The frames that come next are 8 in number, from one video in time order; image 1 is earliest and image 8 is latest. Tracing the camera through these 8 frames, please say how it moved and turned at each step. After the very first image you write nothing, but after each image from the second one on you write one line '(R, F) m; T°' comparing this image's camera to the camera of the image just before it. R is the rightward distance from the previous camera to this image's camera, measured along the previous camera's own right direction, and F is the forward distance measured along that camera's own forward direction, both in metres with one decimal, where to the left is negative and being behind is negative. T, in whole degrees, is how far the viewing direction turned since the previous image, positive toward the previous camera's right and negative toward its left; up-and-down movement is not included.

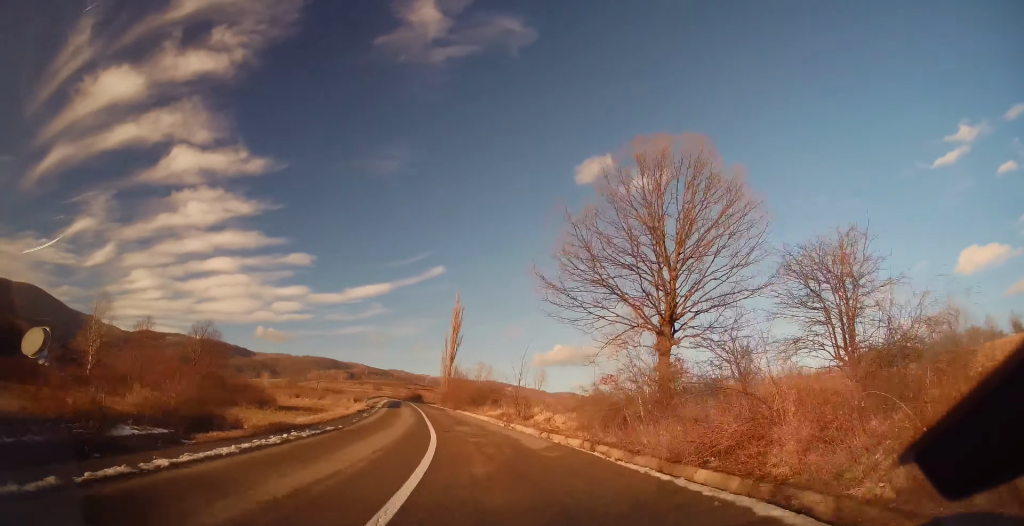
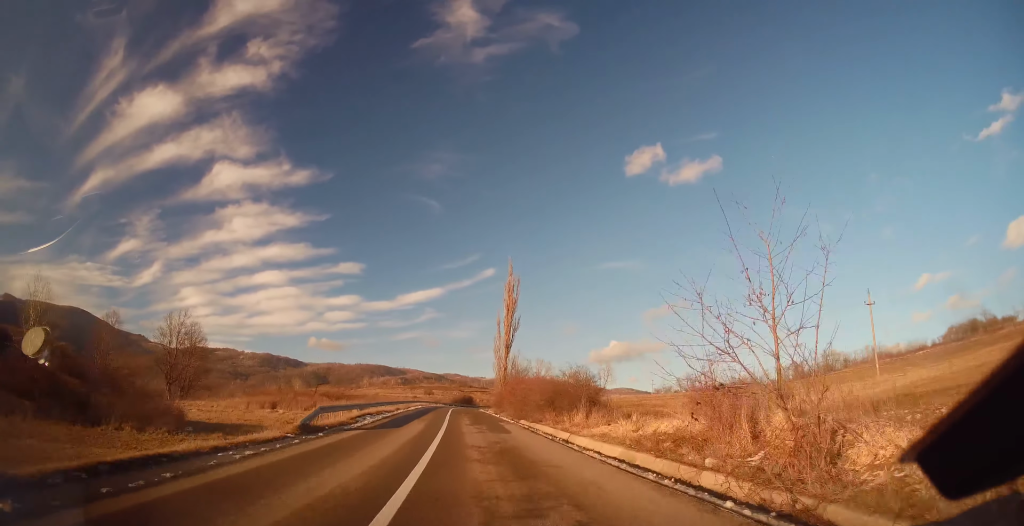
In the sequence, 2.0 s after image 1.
(-1.1, +25.5) m; -4°
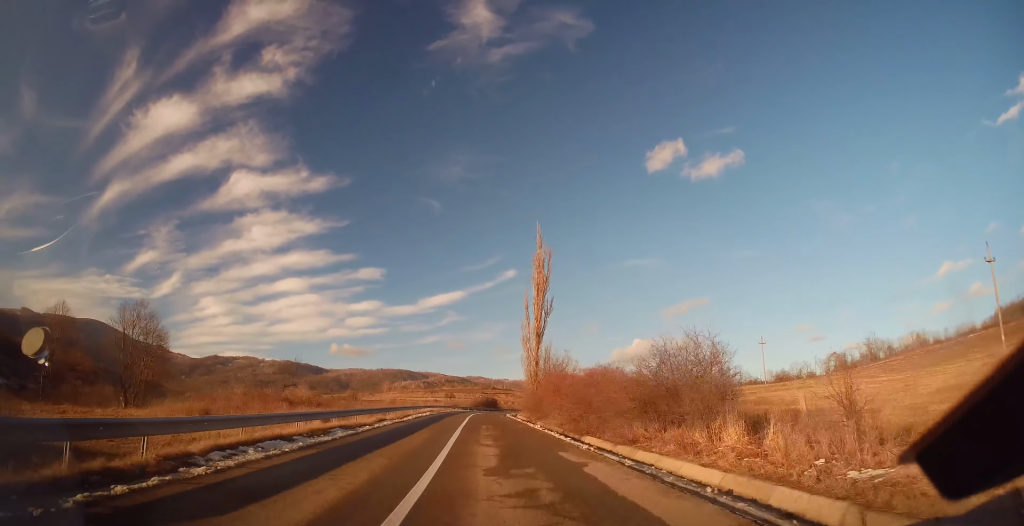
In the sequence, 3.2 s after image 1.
(-0.4, +16.2) m; -2°
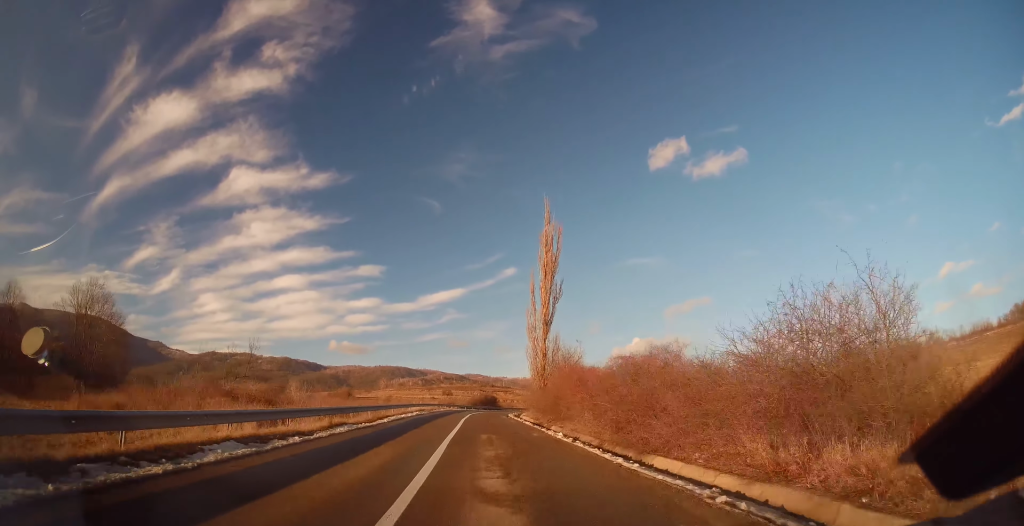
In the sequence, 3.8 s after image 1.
(-0.1, +8.7) m; 0°
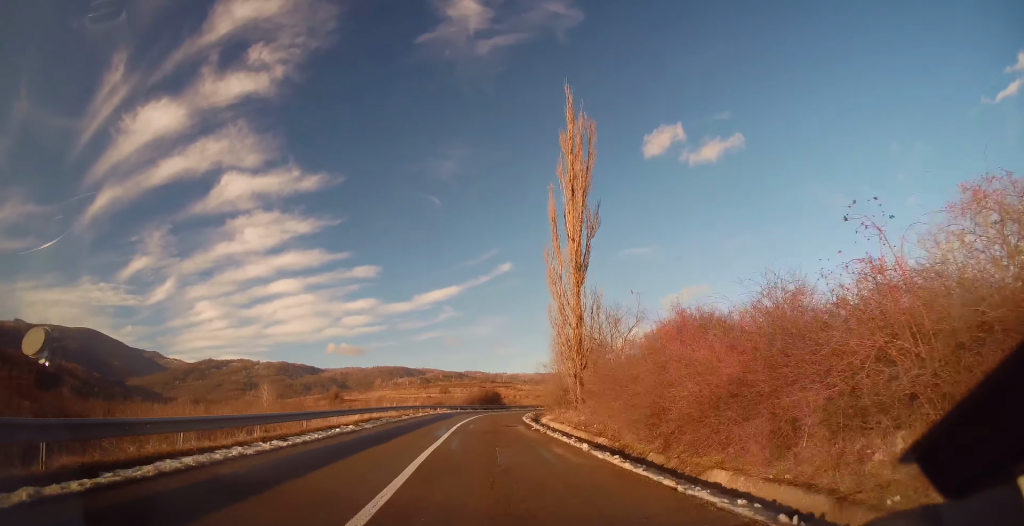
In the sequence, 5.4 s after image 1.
(+0.4, +21.6) m; +1°
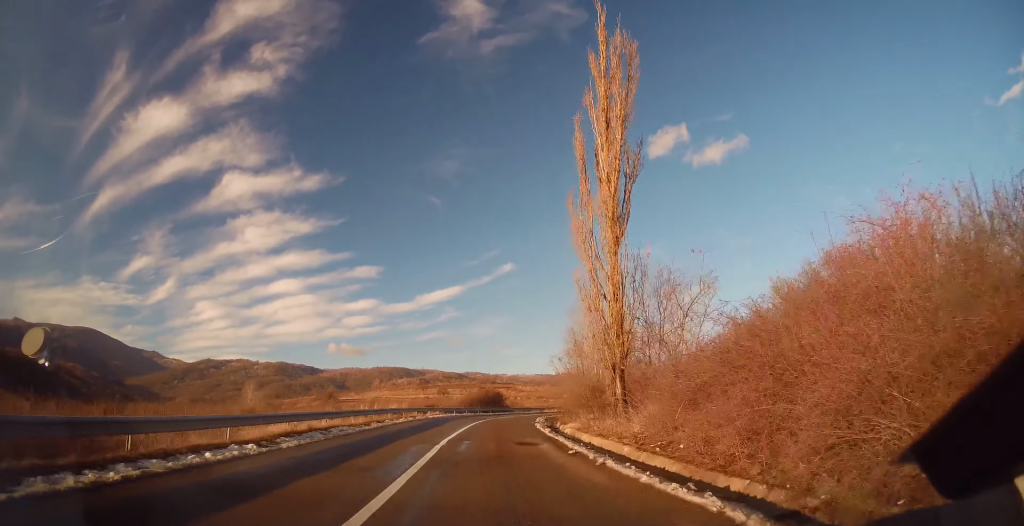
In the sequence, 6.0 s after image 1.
(-0.2, +9.6) m; 0°
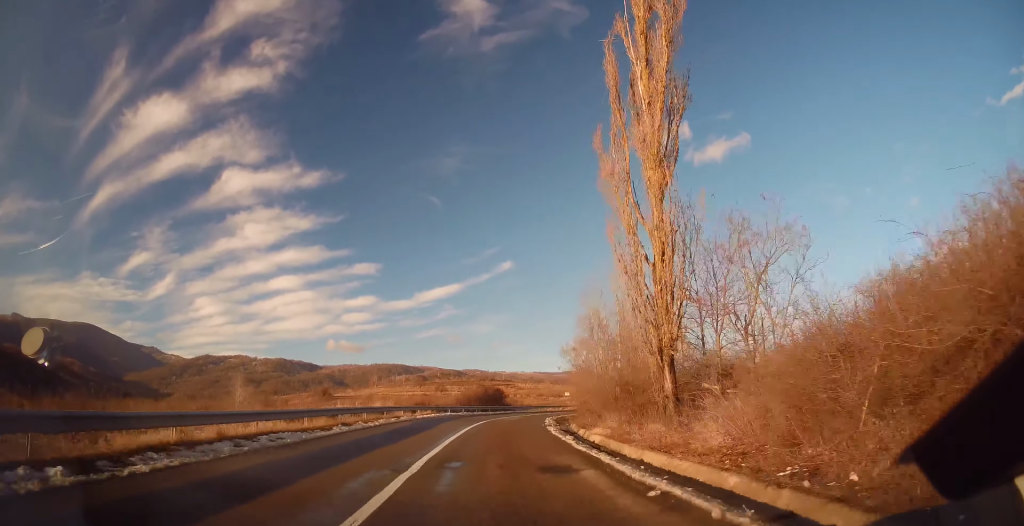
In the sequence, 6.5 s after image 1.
(-0.1, +6.3) m; 0°
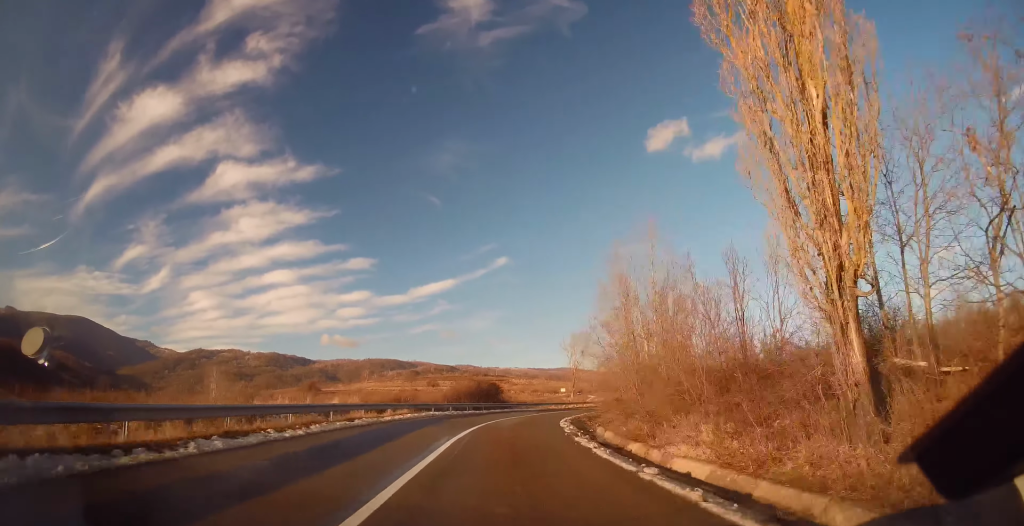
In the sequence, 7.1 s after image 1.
(+0.2, +9.4) m; +2°
